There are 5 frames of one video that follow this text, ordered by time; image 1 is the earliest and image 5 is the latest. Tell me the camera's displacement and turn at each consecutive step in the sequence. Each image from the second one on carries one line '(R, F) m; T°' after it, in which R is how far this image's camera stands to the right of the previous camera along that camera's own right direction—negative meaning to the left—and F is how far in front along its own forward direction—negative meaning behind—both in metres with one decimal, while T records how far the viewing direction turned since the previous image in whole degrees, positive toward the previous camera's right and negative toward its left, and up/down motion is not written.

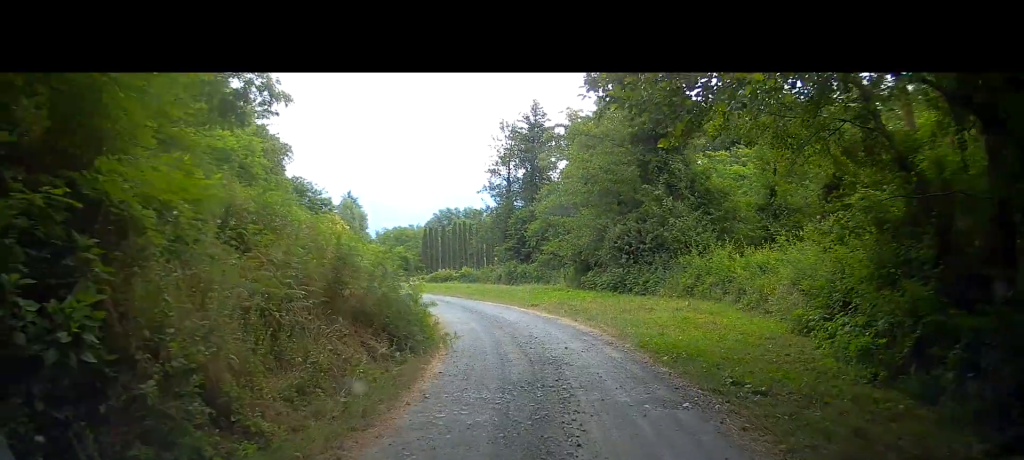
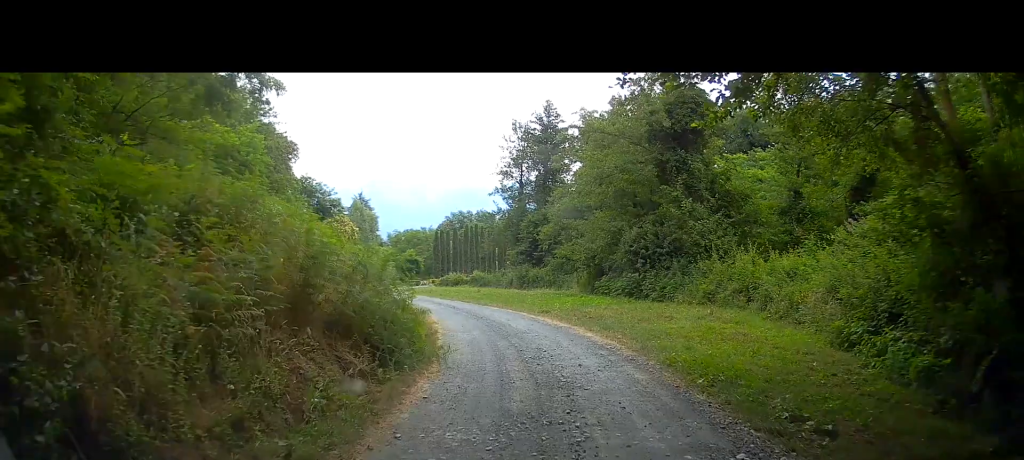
(+0.1, +1.7) m; +4°
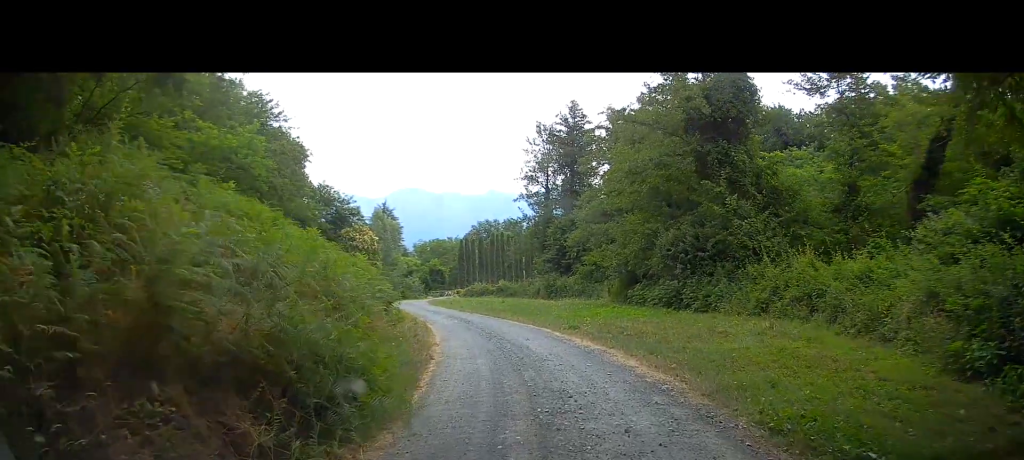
(+0.1, +3.8) m; -3°
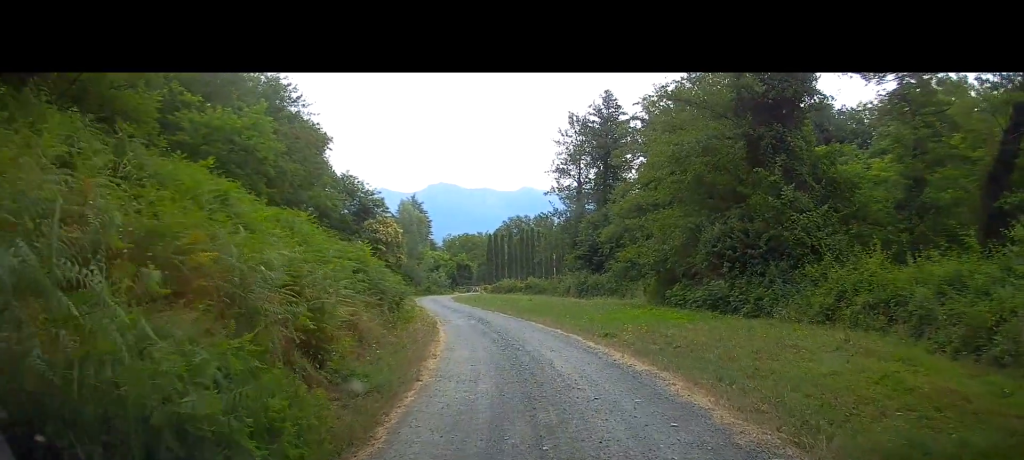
(-0.3, +3.6) m; -8°
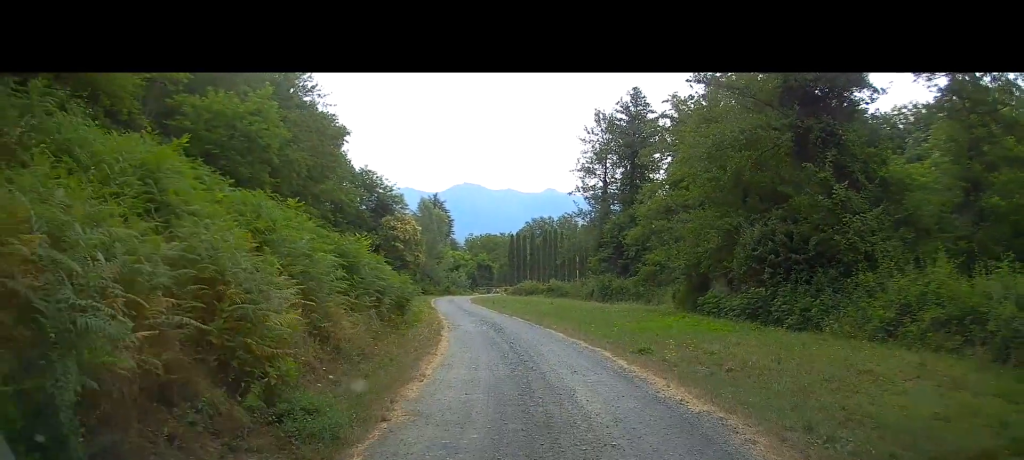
(-0.2, +3.0) m; -8°
